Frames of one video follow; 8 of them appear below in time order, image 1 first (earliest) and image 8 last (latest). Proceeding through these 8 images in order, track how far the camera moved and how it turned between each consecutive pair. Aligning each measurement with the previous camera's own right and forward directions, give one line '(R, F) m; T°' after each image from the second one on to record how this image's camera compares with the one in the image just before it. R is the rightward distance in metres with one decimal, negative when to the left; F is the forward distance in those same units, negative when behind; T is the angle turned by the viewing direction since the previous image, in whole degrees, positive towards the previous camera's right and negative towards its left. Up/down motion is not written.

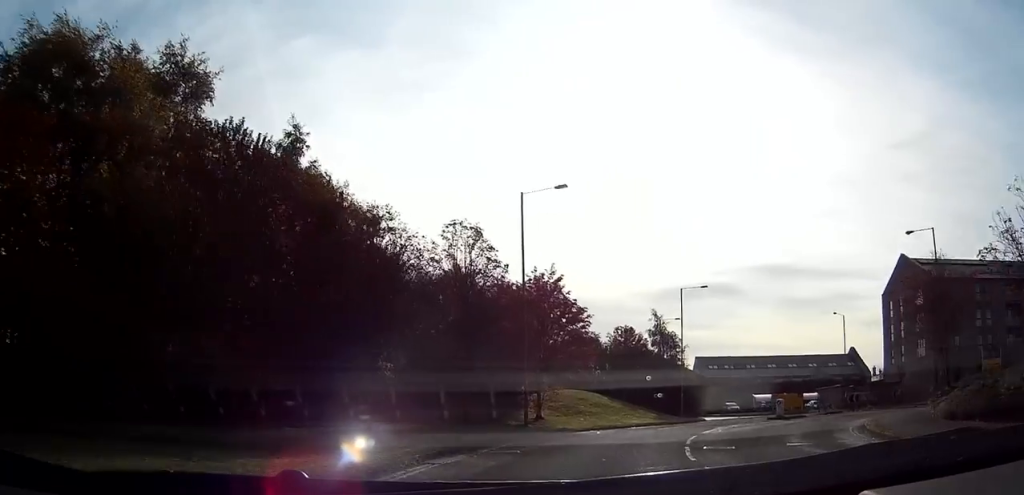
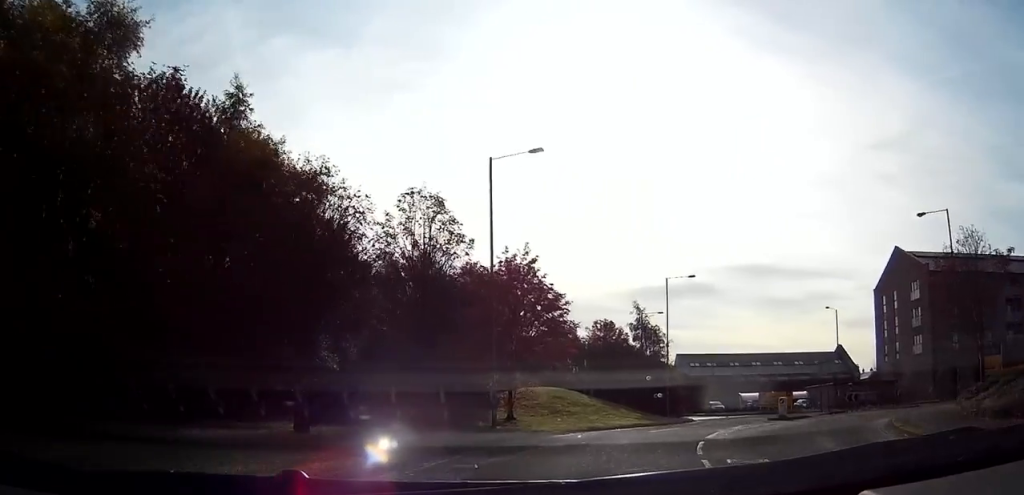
(+0.1, +4.7) m; +2°
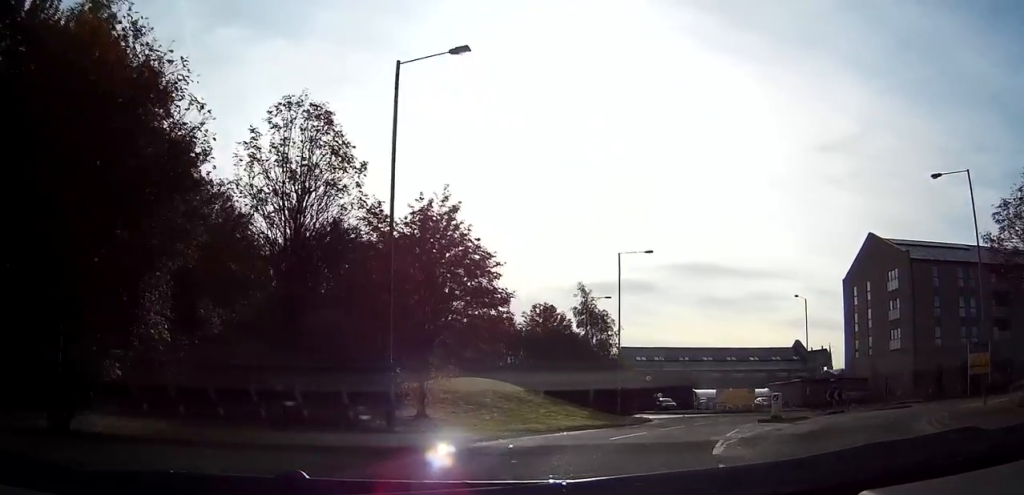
(+0.3, +8.2) m; +5°
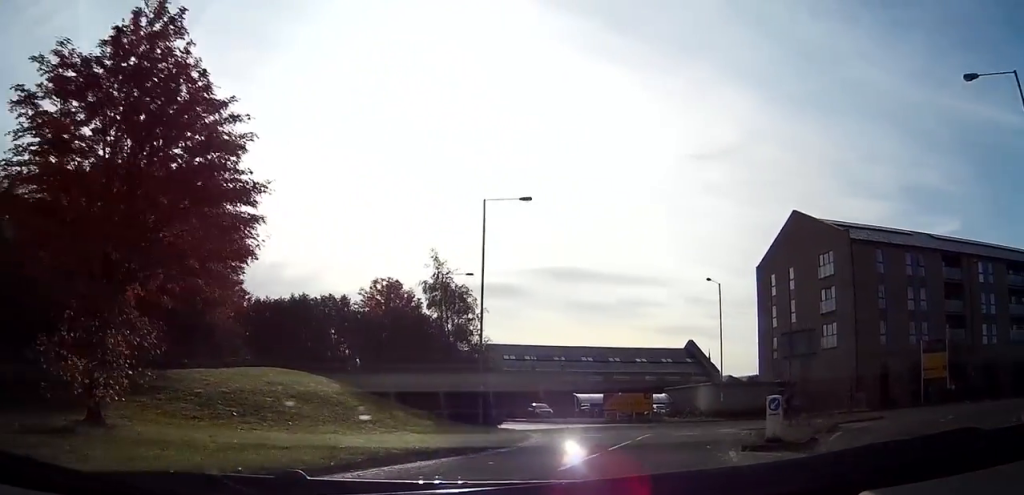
(+1.1, +13.9) m; +9°
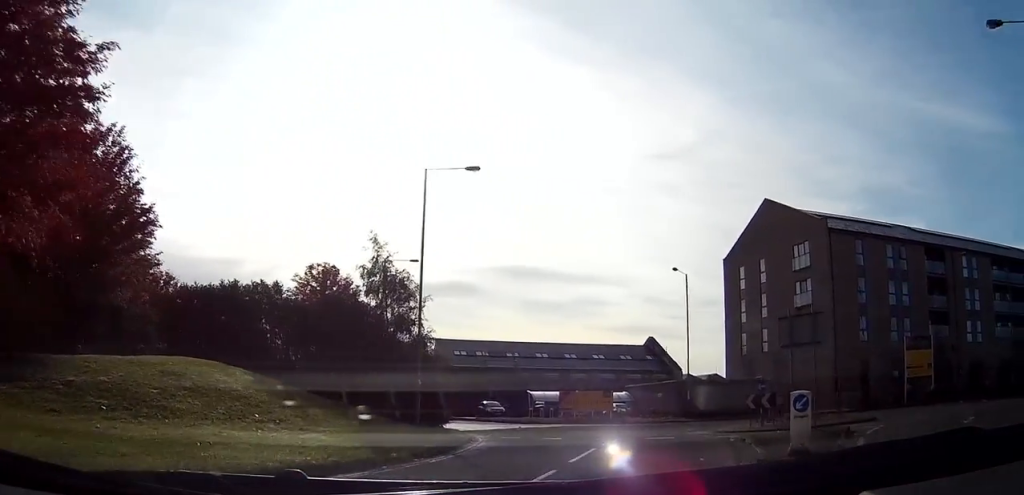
(+0.2, +4.4) m; +2°
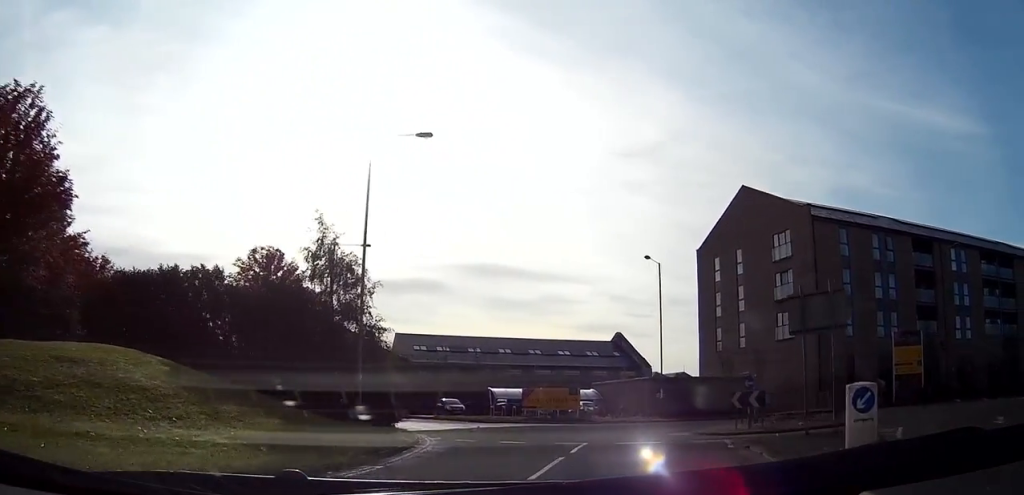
(0.0, +3.8) m; +2°
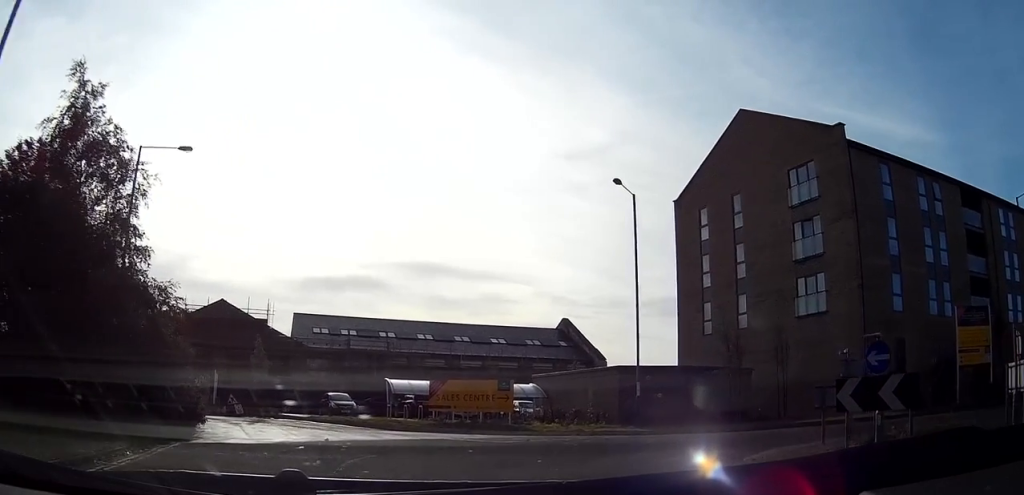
(+1.3, +16.4) m; +9°
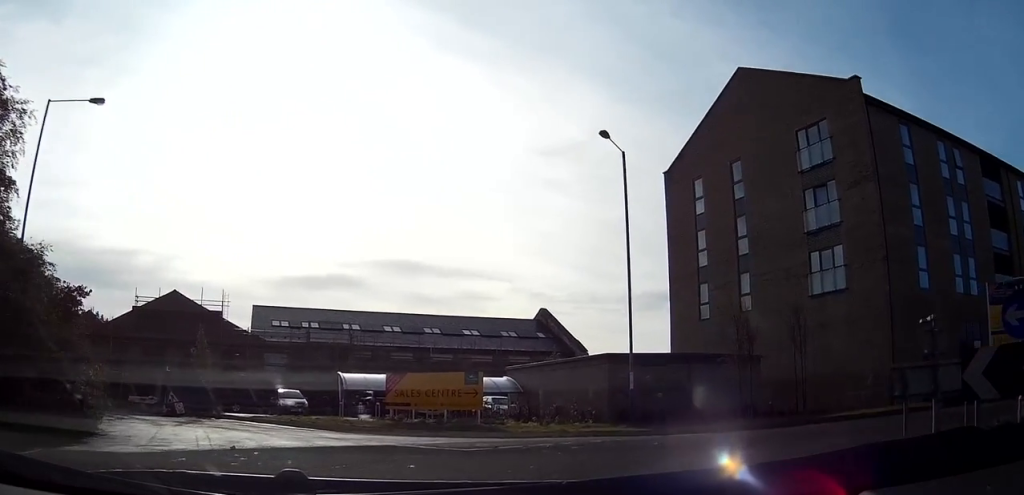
(+0.1, +4.6) m; +5°
